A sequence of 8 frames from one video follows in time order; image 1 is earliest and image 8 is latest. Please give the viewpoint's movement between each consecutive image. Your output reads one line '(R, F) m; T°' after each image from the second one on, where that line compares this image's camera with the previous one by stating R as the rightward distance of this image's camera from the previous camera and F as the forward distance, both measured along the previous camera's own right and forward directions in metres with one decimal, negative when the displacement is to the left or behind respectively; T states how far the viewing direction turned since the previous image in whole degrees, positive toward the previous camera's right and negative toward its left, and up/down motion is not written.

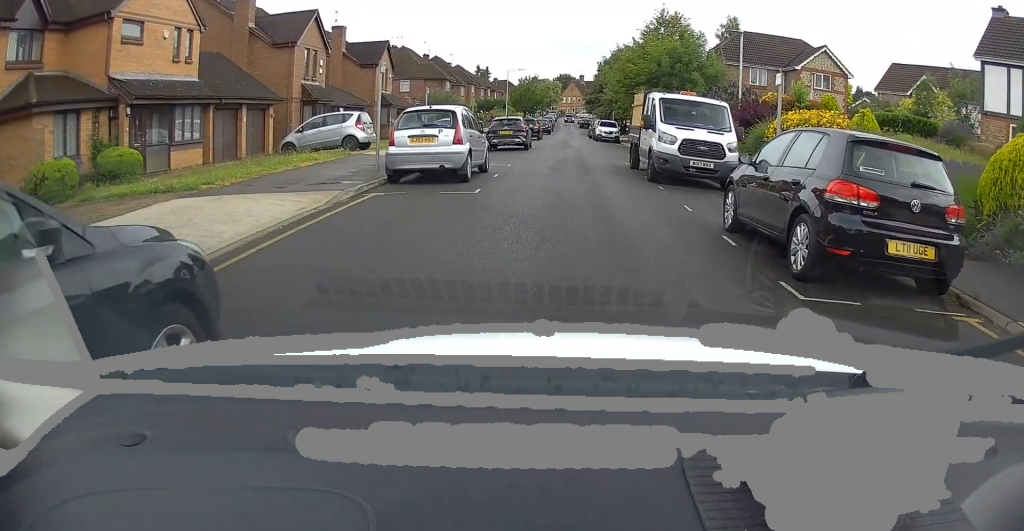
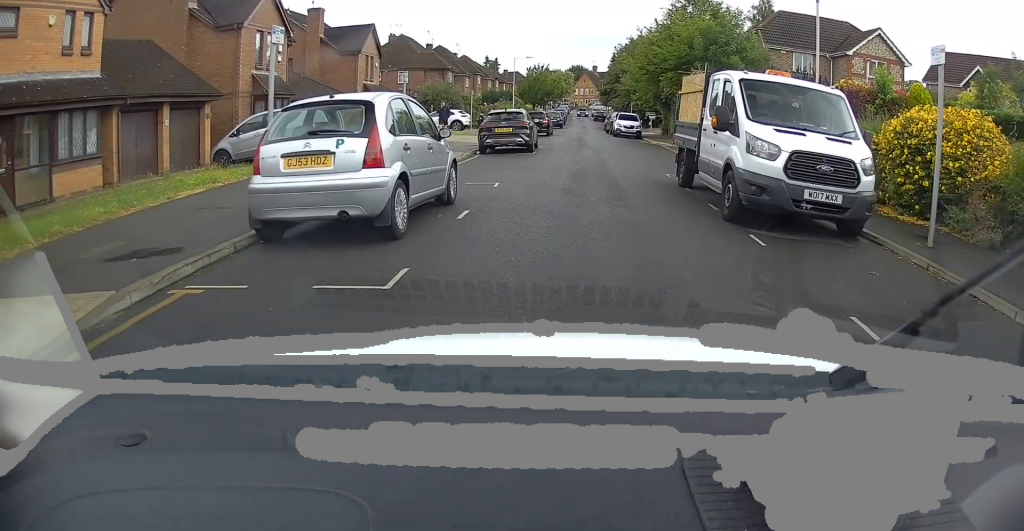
(0.0, +6.2) m; 0°
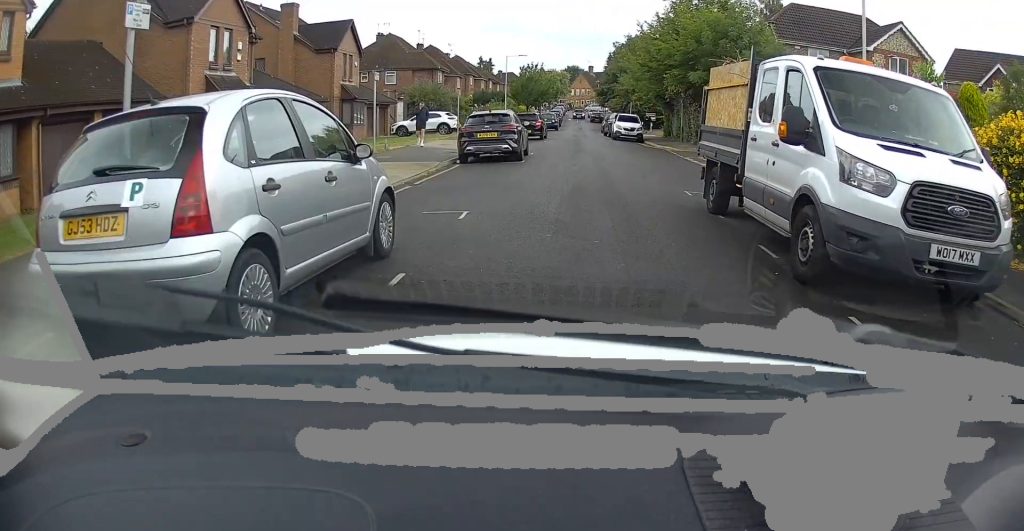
(0.0, +3.2) m; -2°
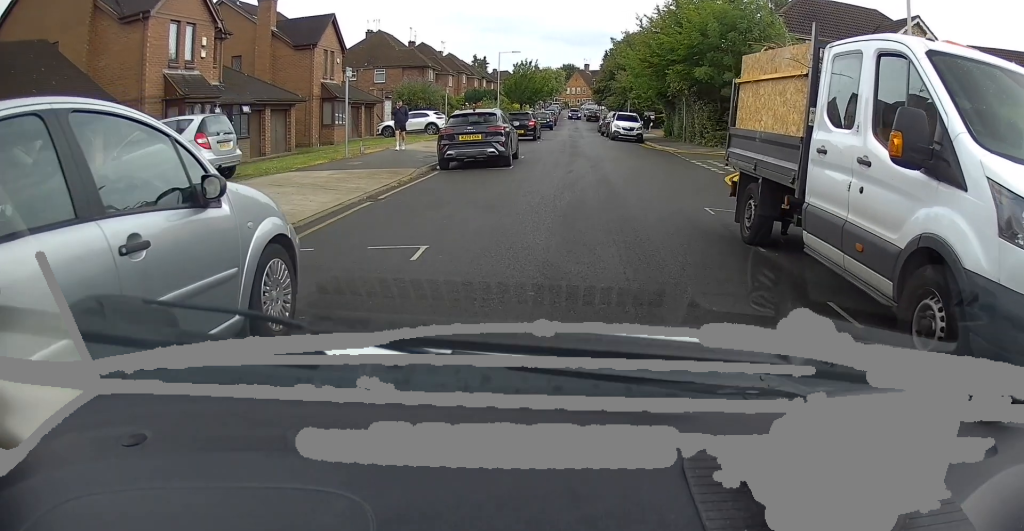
(0.0, +2.1) m; -1°
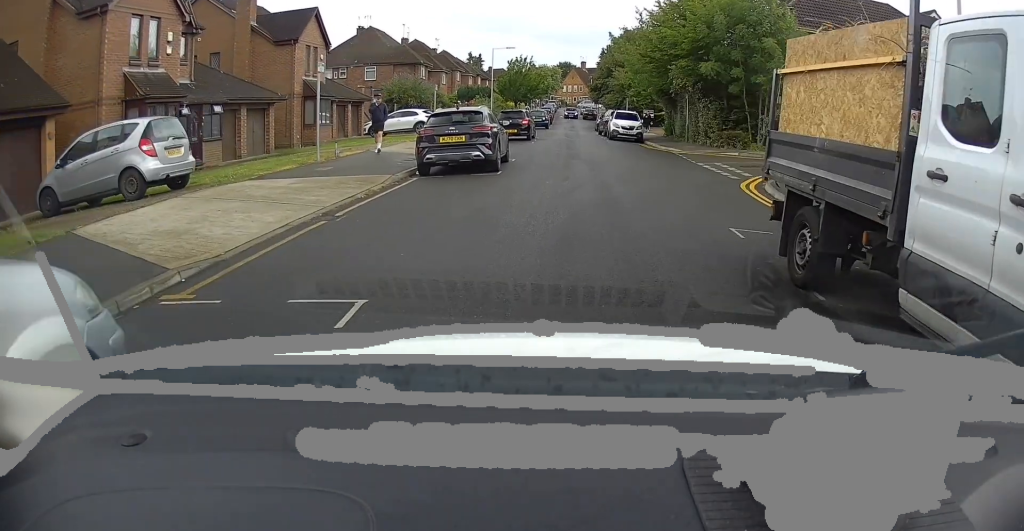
(-0.1, +1.9) m; 0°
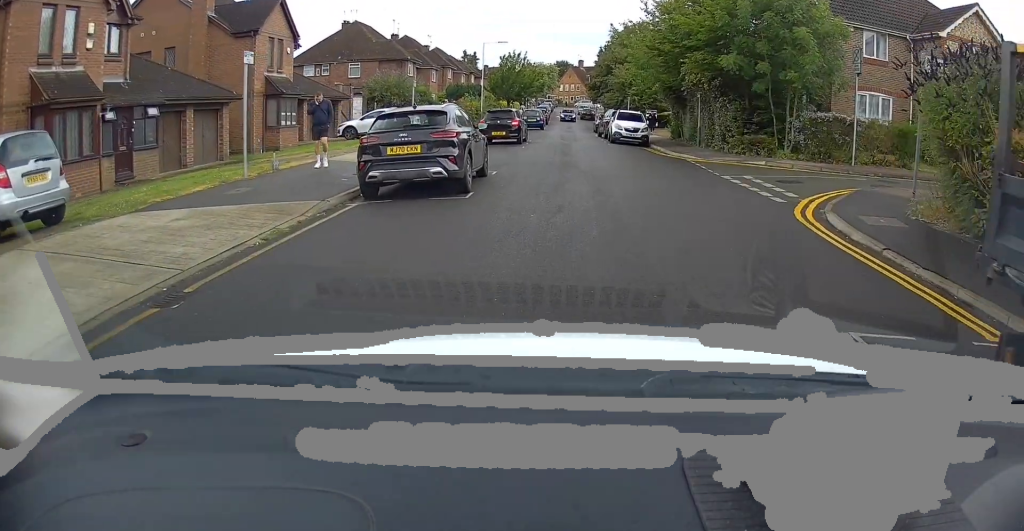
(0.0, +3.7) m; +1°
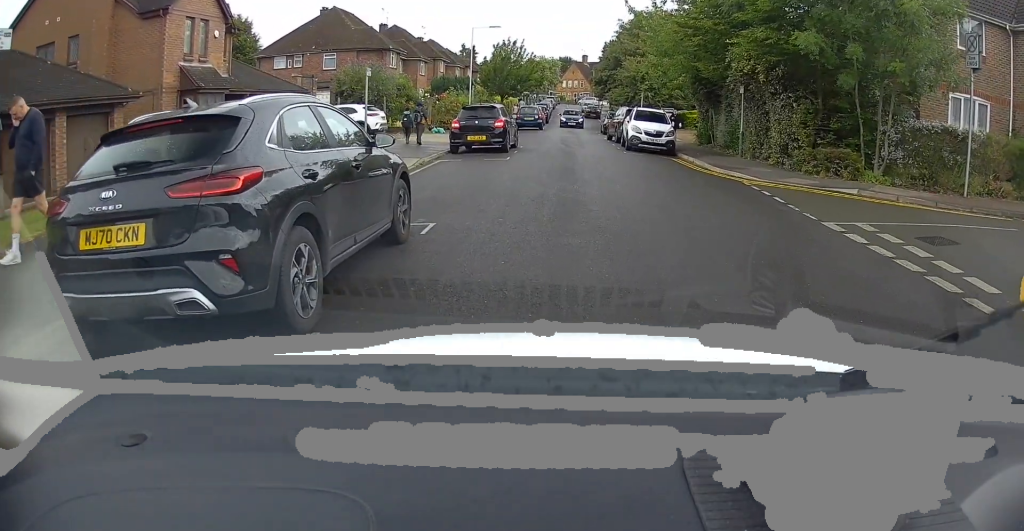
(0.0, +7.1) m; 0°
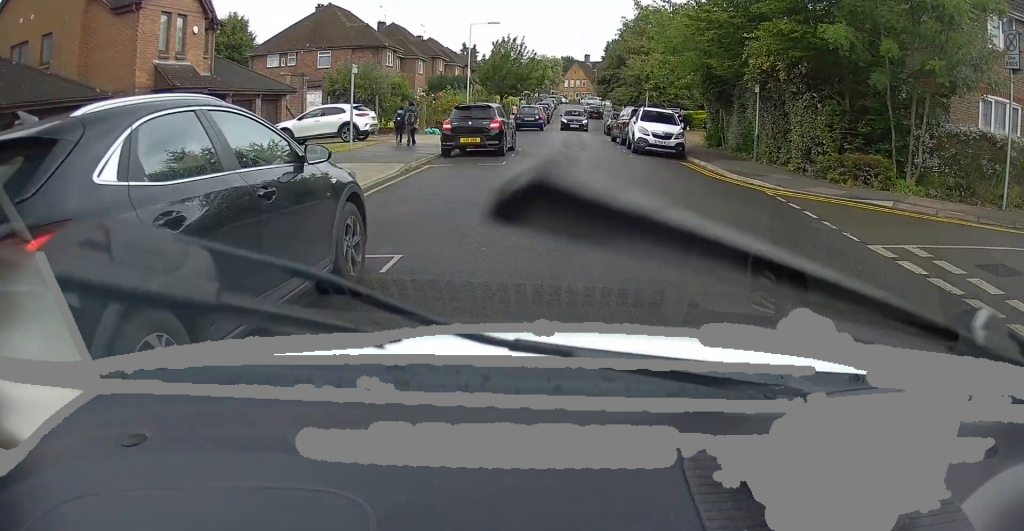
(+0.1, +1.6) m; +2°
